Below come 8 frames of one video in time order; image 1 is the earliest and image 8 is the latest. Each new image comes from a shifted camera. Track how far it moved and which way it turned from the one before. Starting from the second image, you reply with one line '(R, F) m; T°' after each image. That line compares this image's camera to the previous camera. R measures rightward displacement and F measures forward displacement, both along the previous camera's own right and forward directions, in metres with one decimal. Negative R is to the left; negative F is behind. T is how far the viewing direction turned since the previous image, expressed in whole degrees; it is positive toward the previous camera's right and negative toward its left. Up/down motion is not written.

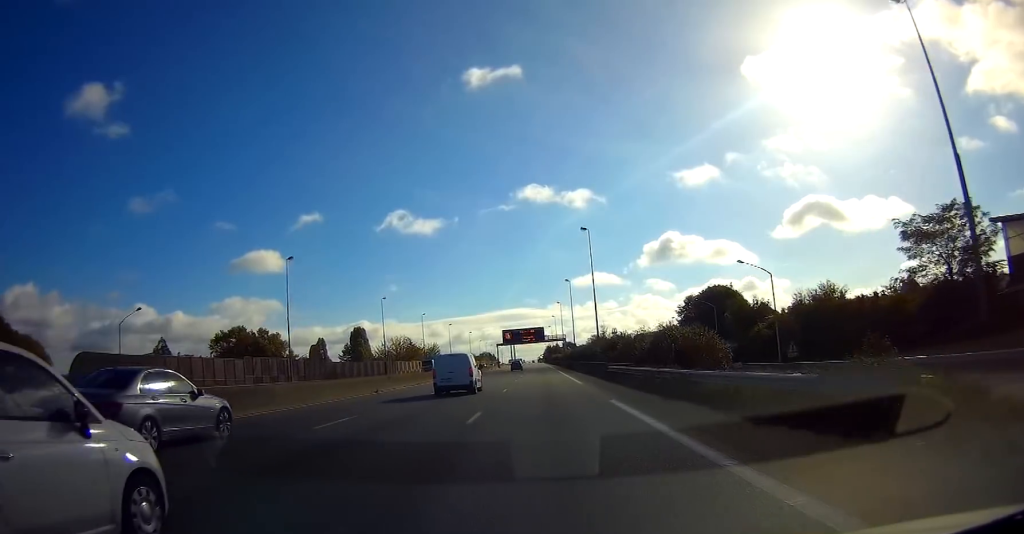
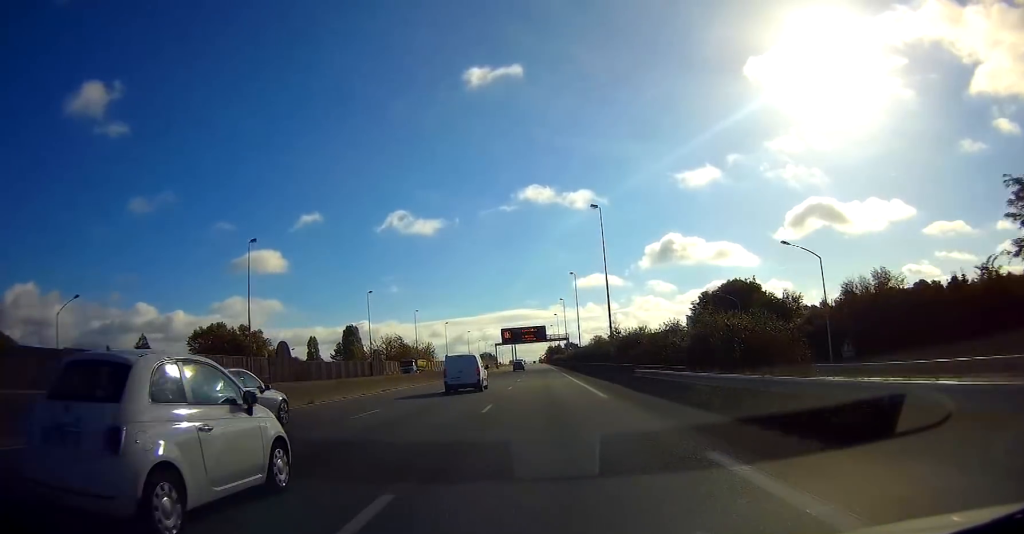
(0.0, +10.6) m; 0°
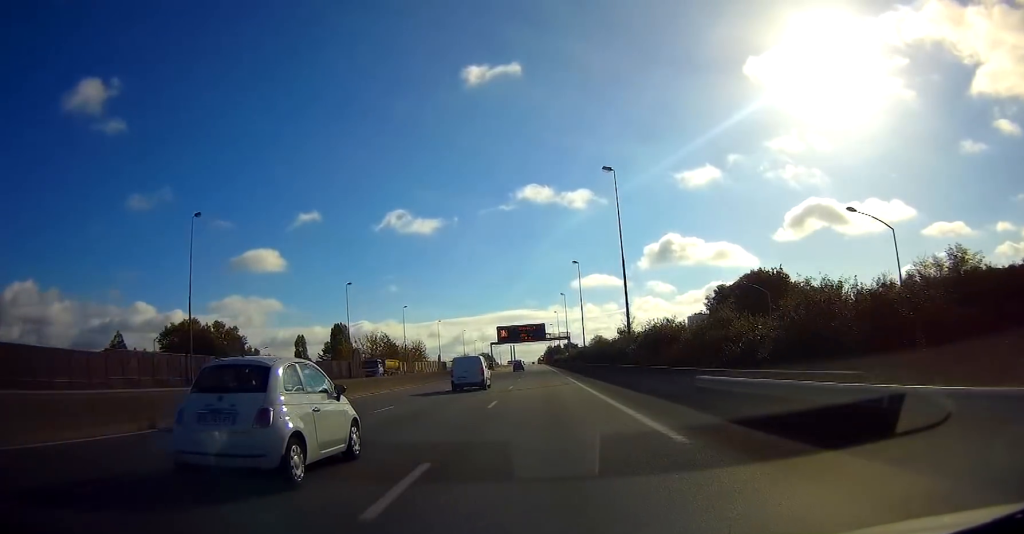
(0.0, +11.2) m; 0°
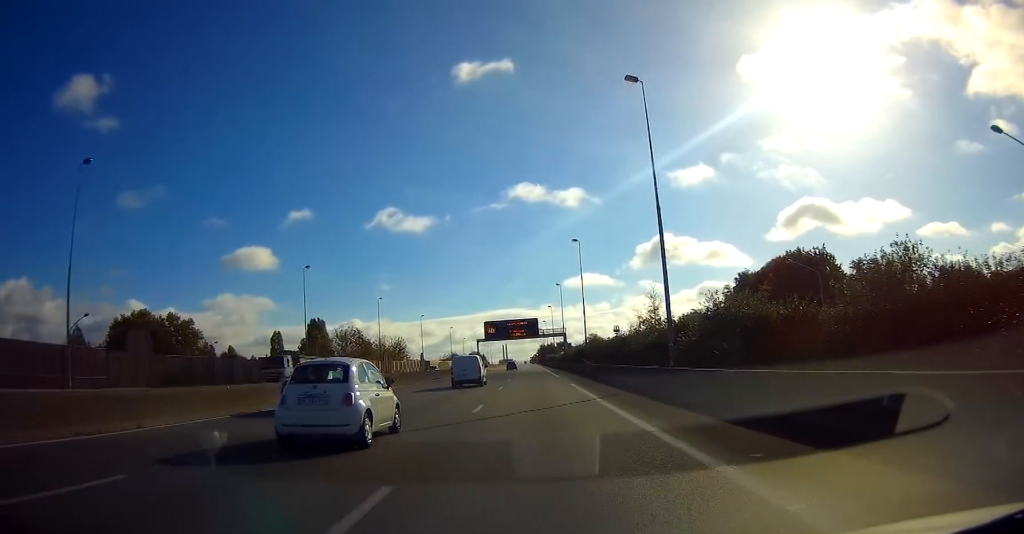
(+0.1, +15.2) m; 0°
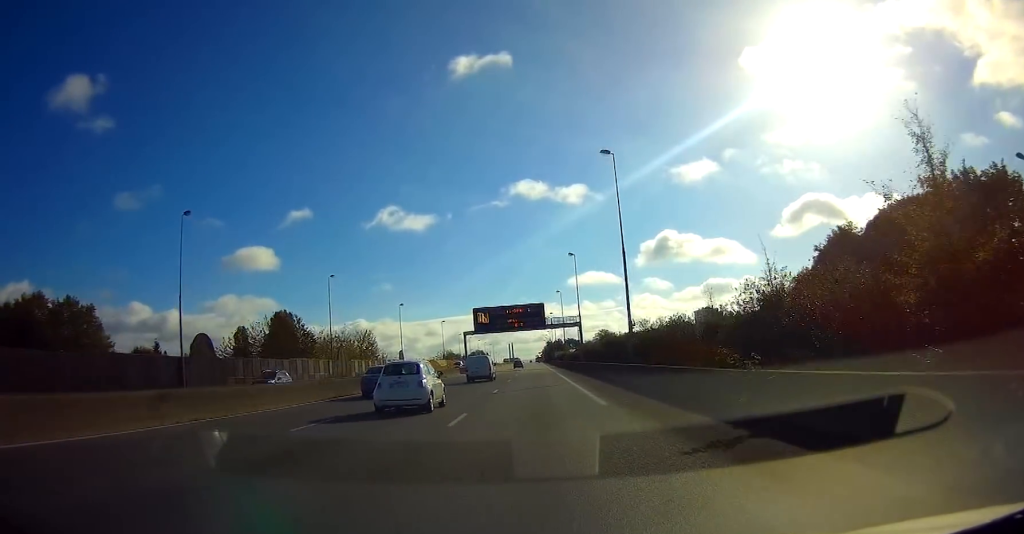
(-0.2, +30.5) m; 0°
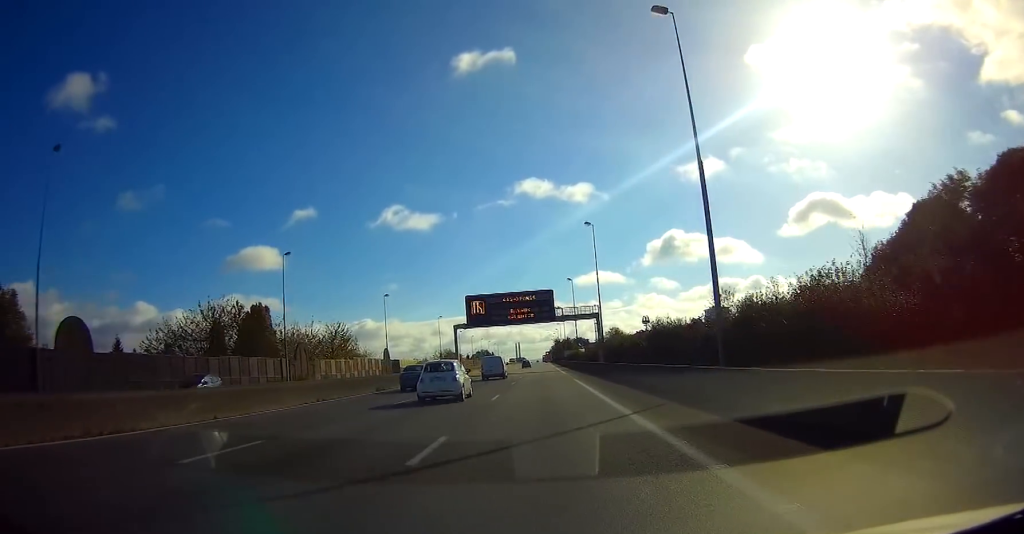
(+0.3, +18.5) m; 0°
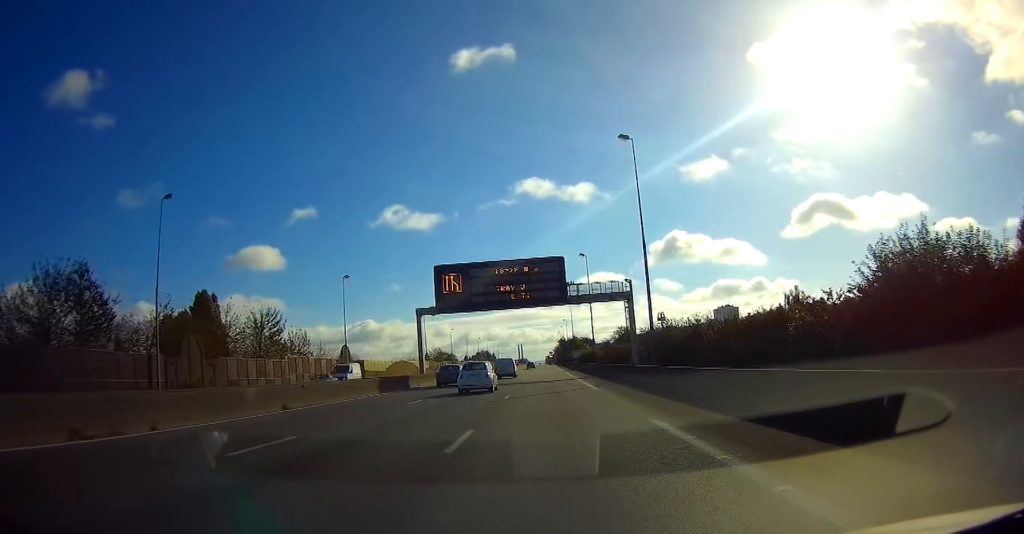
(-0.4, +25.7) m; -1°
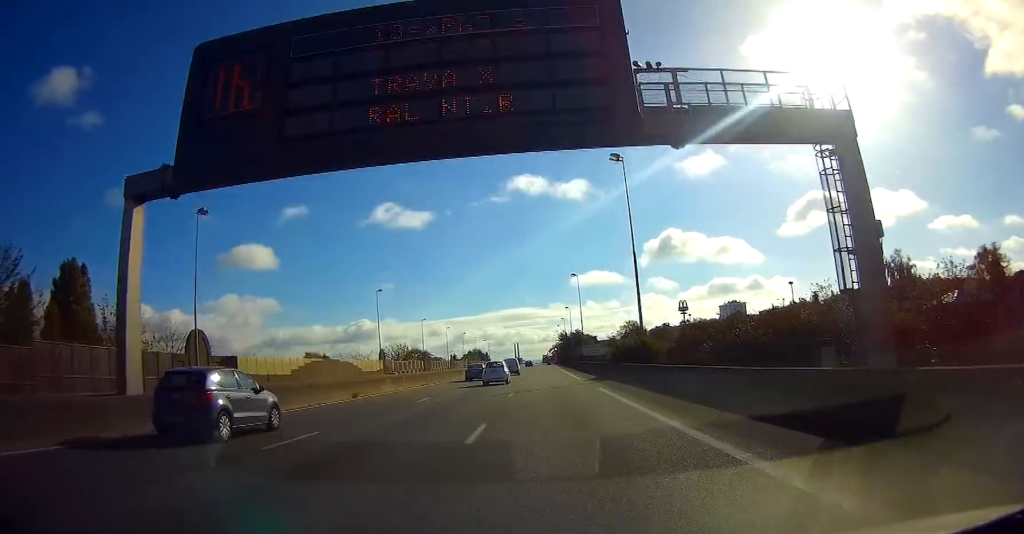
(+0.2, +39.2) m; -1°
